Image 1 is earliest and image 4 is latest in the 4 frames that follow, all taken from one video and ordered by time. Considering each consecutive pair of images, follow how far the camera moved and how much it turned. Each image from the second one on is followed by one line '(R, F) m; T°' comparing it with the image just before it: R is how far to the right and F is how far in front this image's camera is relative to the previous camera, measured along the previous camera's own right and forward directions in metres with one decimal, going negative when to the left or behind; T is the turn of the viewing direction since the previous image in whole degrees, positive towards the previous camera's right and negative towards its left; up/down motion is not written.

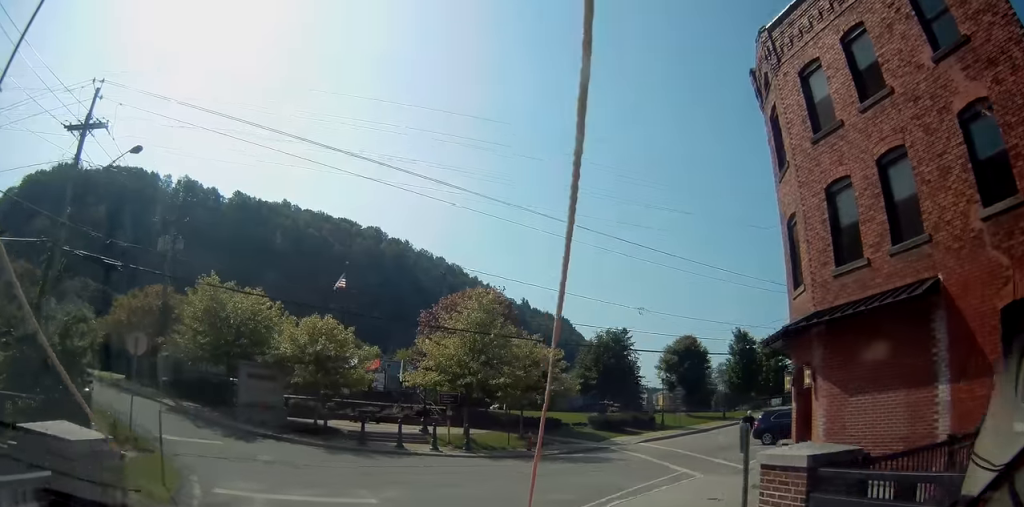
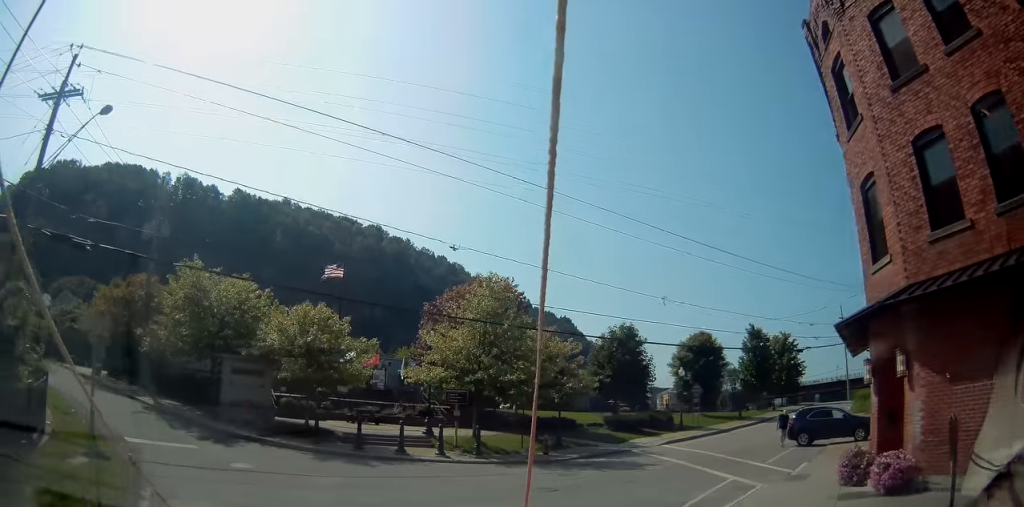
(0.0, +2.6) m; -1°
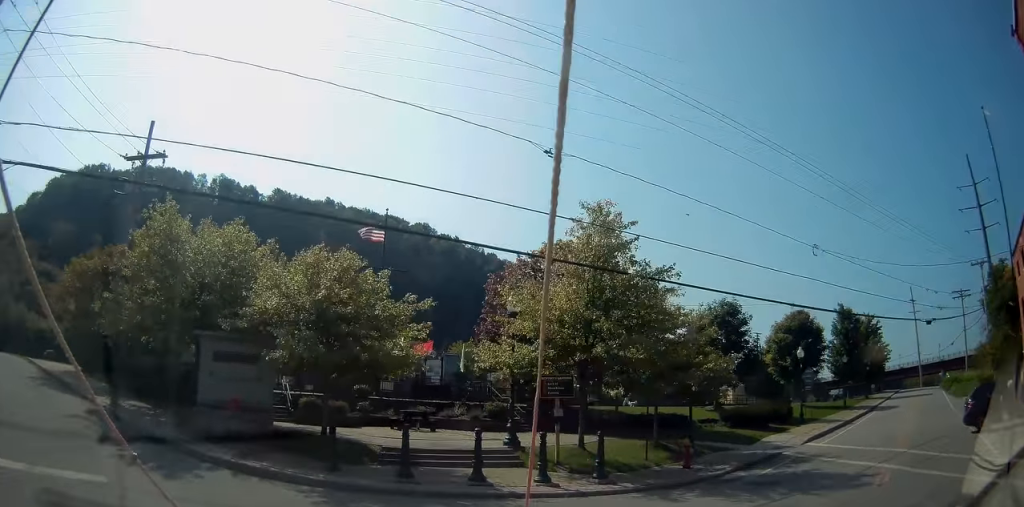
(-0.2, +8.1) m; -9°
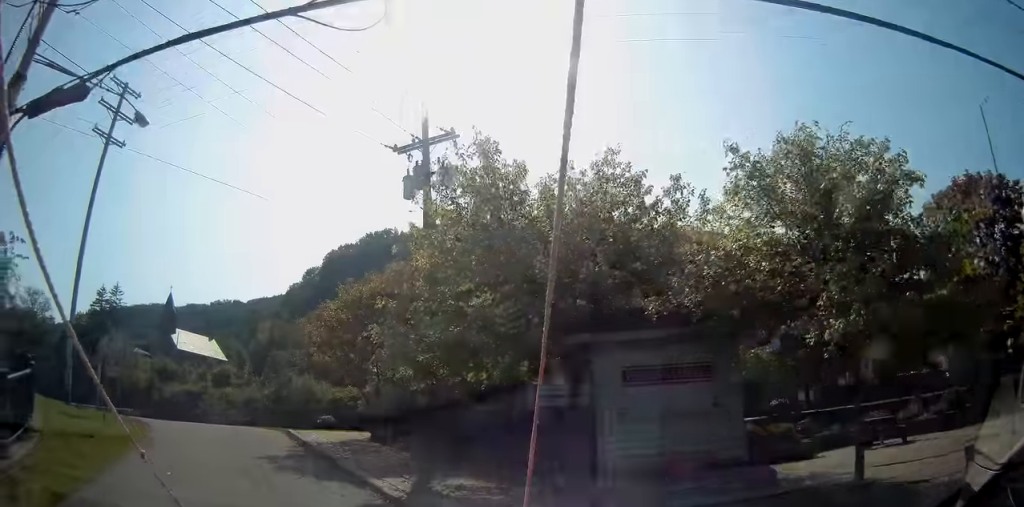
(-3.2, +8.2) m; -34°
